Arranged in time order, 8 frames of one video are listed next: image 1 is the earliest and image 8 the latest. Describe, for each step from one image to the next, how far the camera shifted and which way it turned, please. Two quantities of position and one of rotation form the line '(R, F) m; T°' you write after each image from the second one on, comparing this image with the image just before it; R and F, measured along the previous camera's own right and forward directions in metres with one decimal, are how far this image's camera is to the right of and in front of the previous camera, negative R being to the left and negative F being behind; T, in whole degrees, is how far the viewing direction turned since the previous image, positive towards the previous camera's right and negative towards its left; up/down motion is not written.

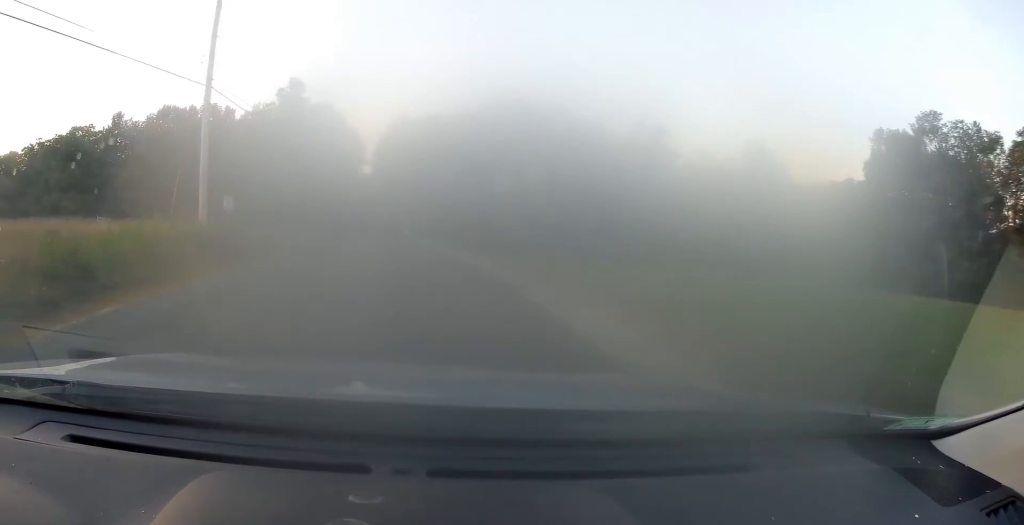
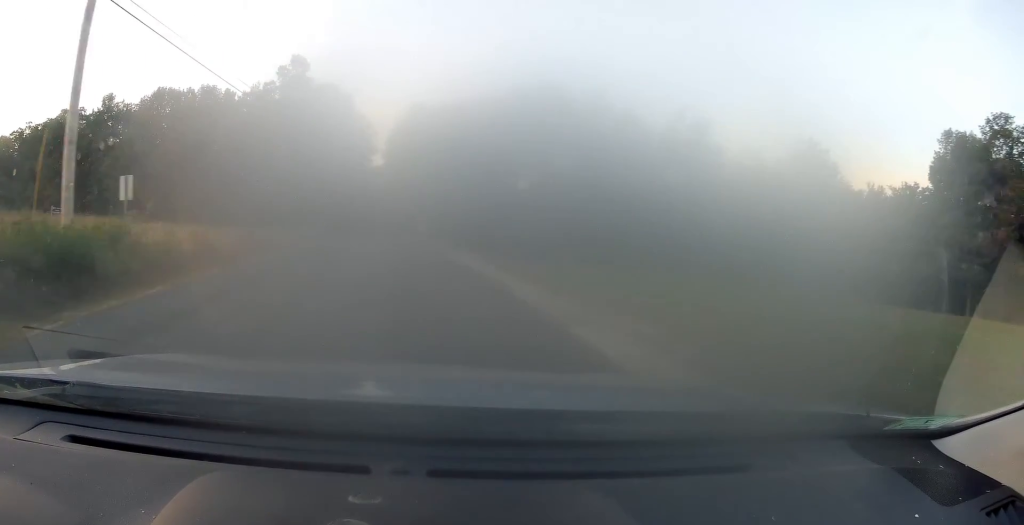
(-0.5, +11.4) m; -2°
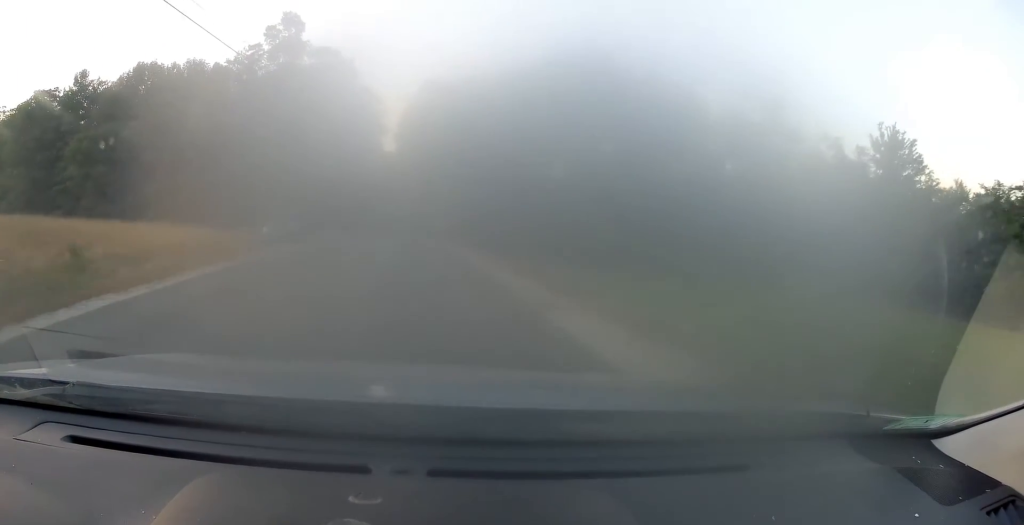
(-0.3, +15.9) m; -1°
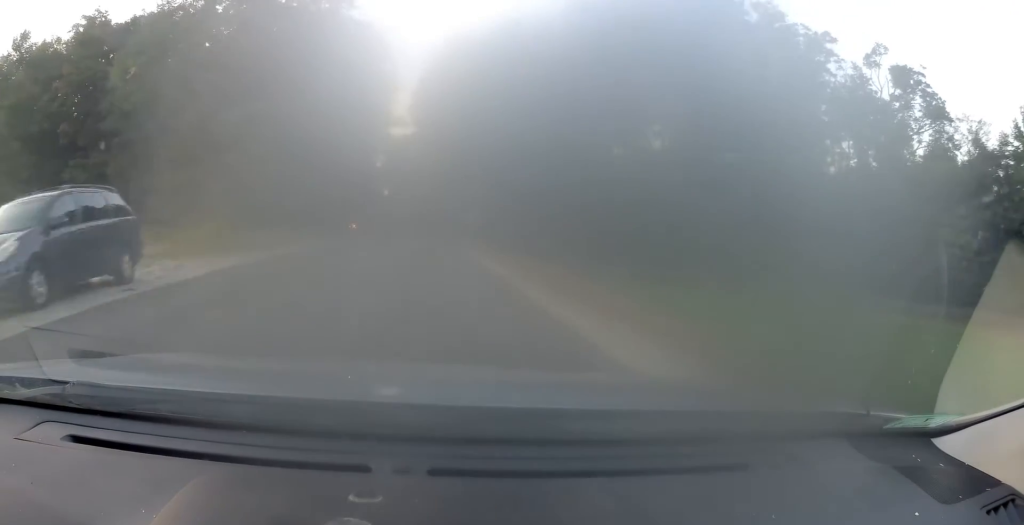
(0.0, +23.2) m; -1°
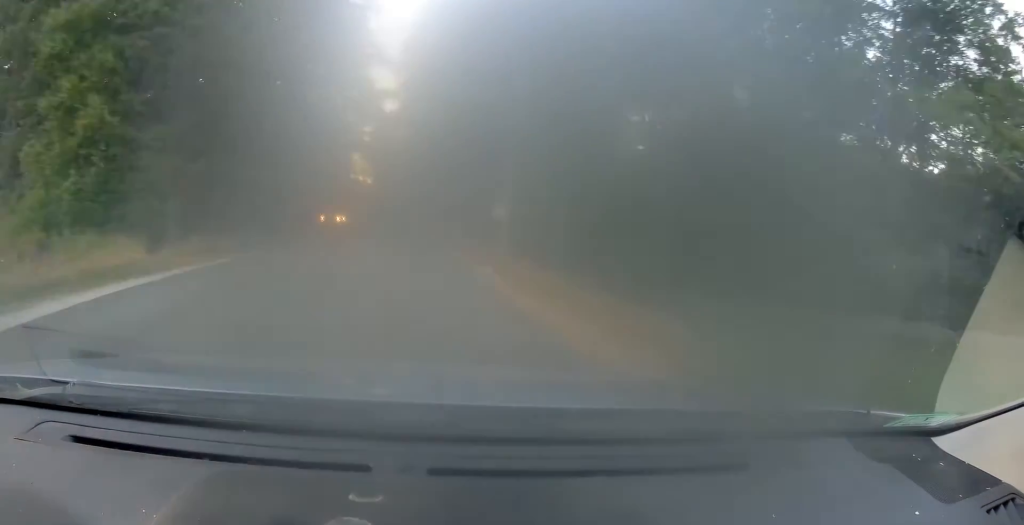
(-0.3, +20.8) m; 0°
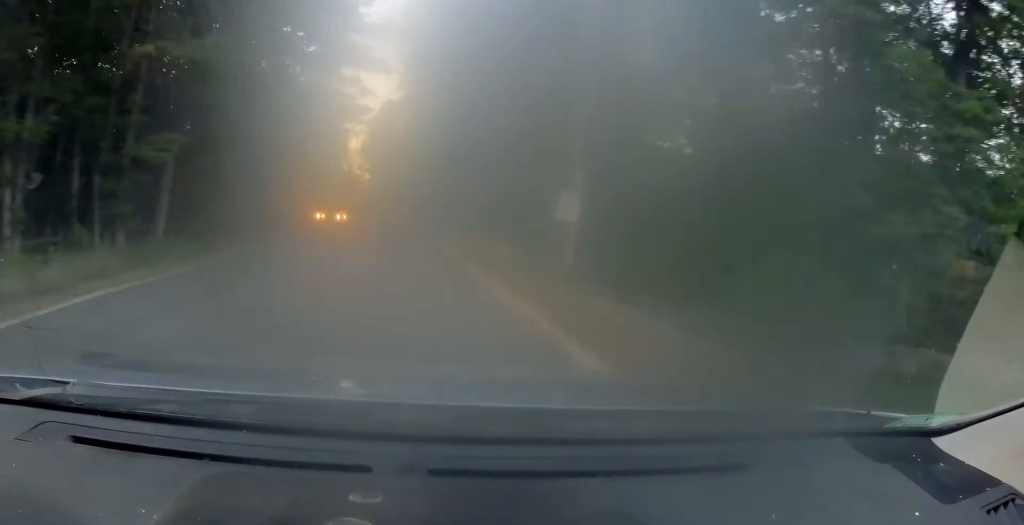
(+0.2, +11.5) m; +1°
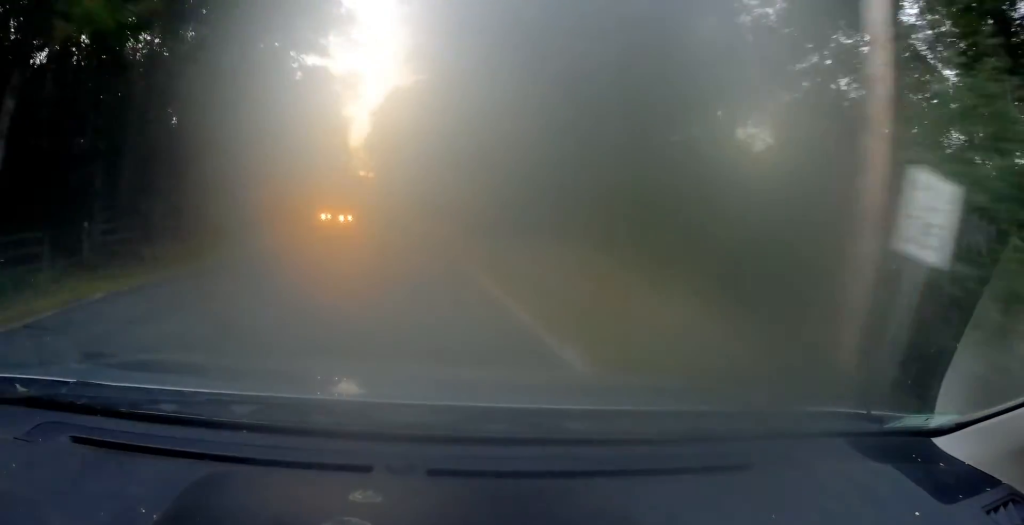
(+0.1, +11.5) m; 0°
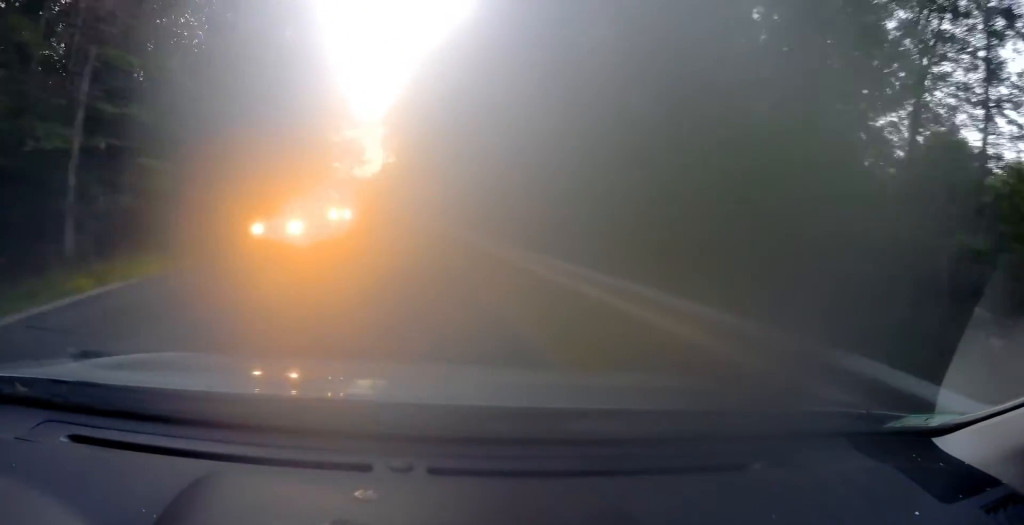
(-0.7, +31.2) m; -4°
